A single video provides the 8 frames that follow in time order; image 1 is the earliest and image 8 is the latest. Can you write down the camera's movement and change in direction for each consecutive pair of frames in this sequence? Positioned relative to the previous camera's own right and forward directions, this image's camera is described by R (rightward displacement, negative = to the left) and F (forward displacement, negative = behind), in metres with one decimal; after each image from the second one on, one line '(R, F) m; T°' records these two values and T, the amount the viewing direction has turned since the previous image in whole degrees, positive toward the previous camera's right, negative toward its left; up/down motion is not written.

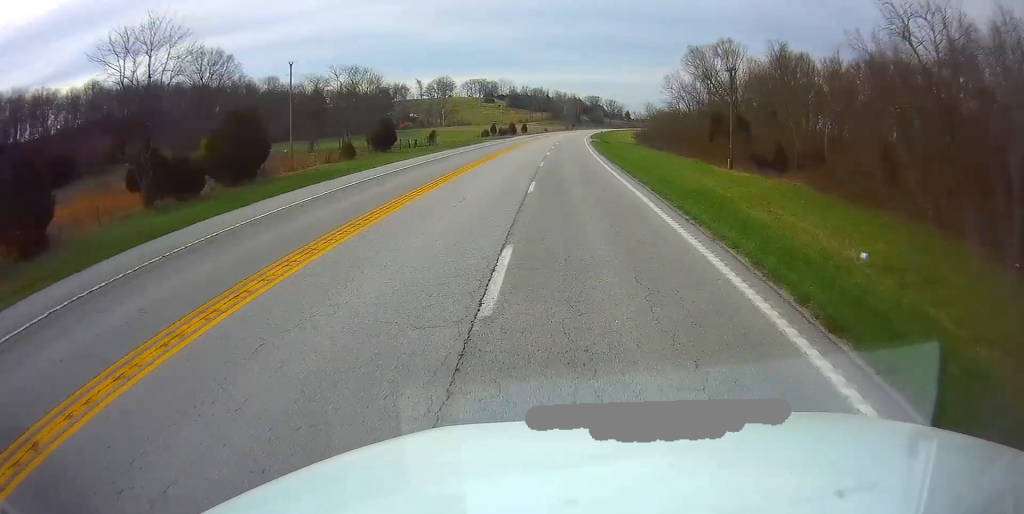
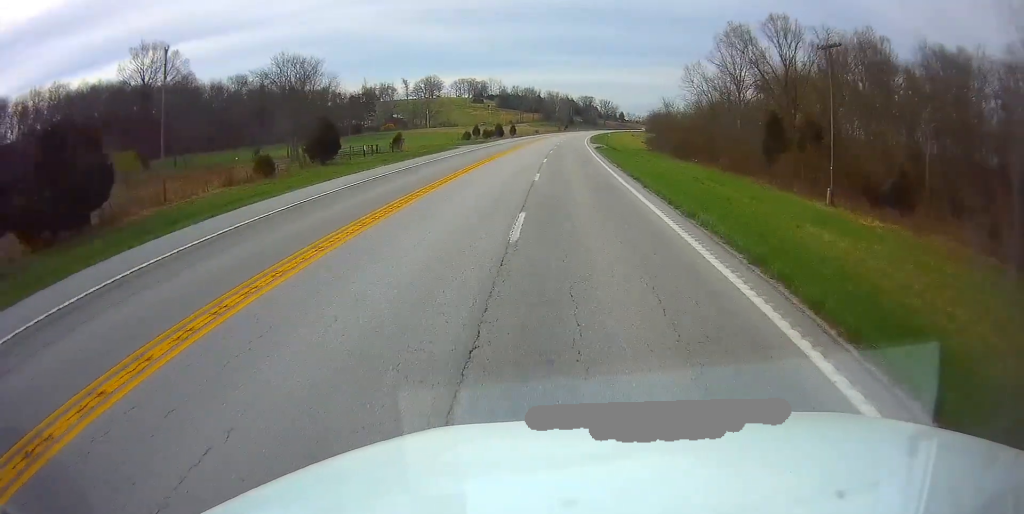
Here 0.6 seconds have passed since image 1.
(+0.1, +19.6) m; 0°
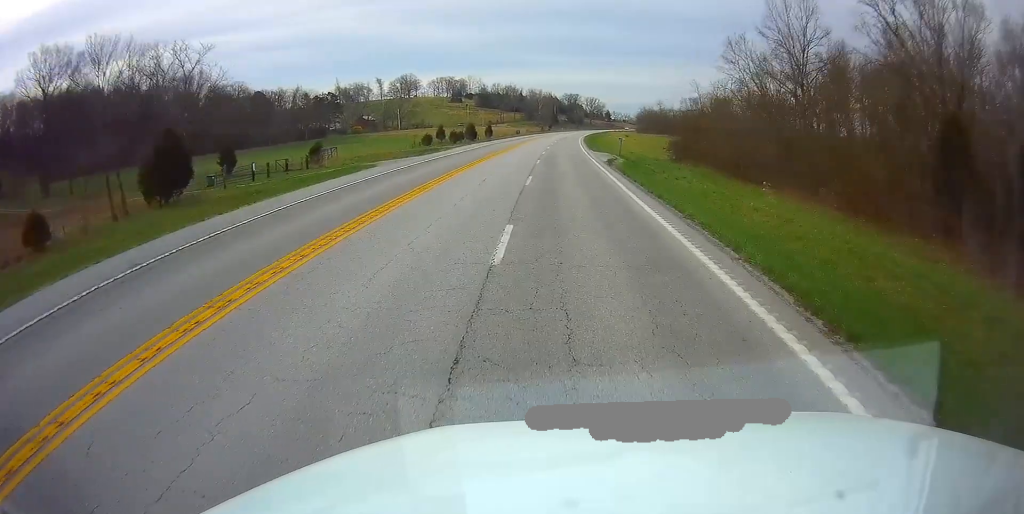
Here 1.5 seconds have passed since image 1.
(0.0, +25.9) m; +1°
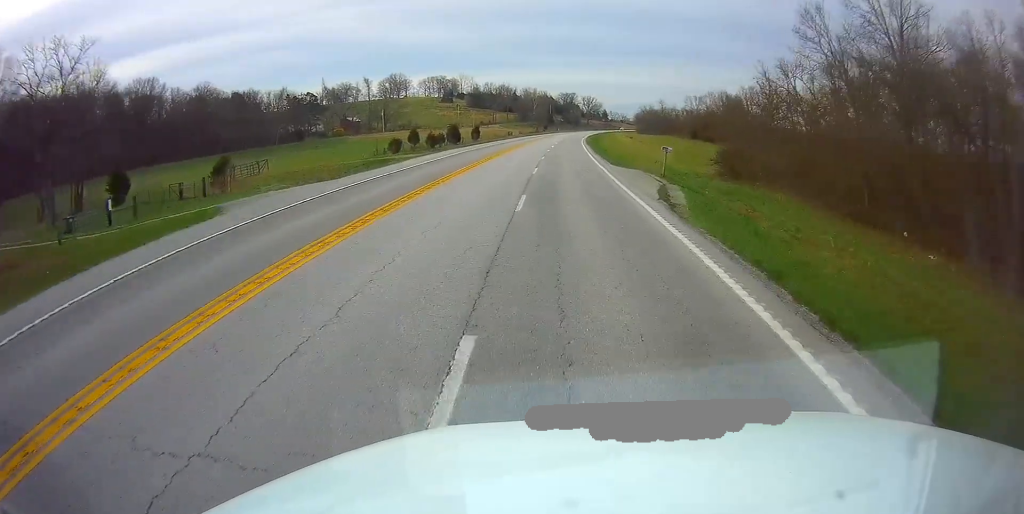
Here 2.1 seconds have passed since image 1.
(+0.2, +18.6) m; +1°
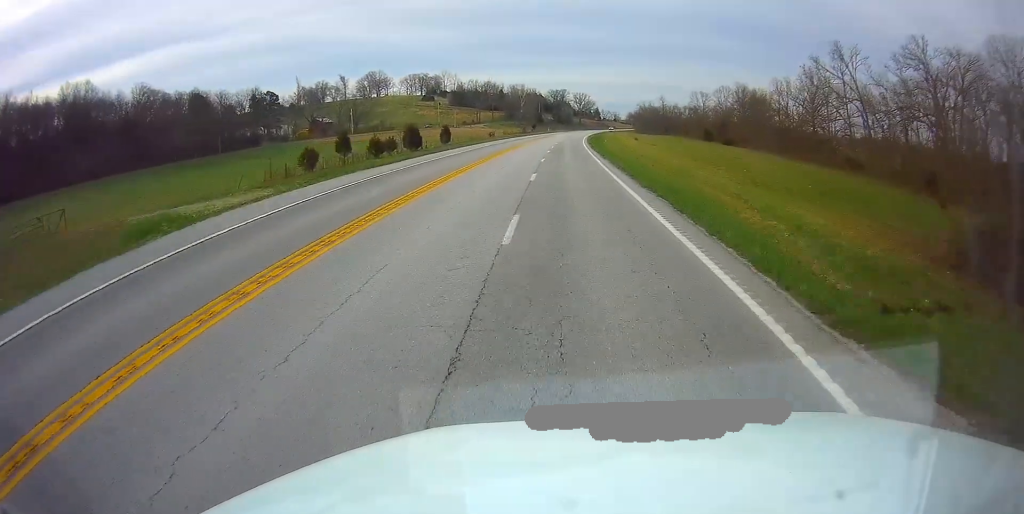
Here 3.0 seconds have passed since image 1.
(+0.5, +27.9) m; +1°
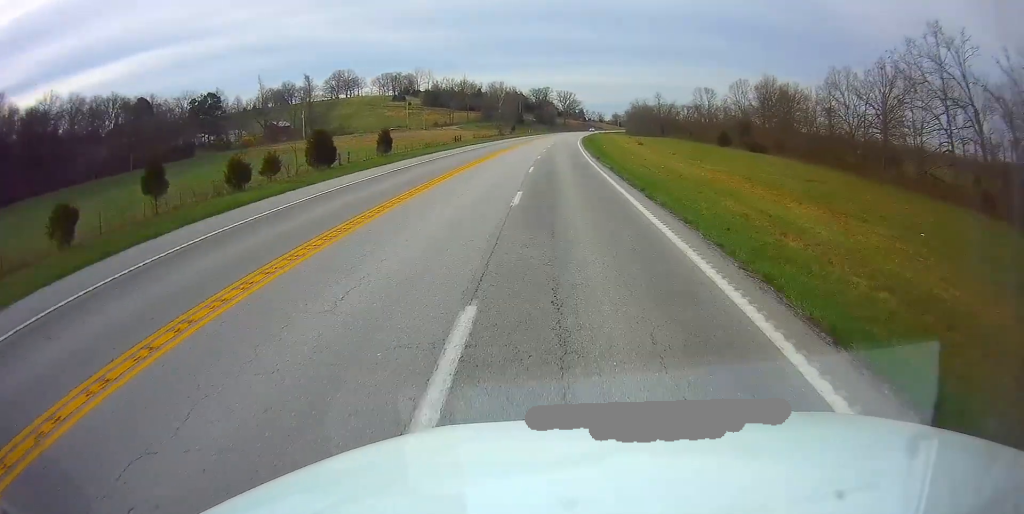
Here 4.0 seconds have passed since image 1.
(+0.3, +31.1) m; +1°
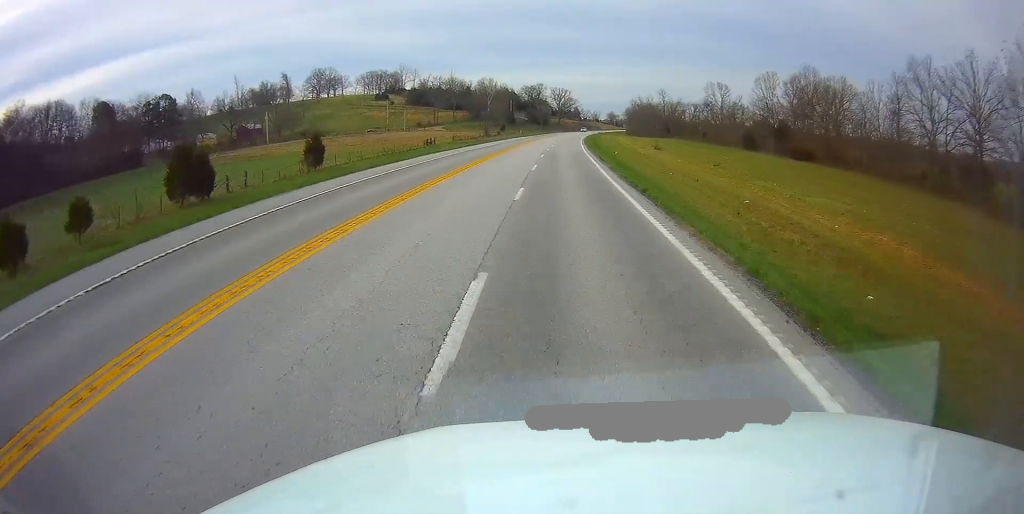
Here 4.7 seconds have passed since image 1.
(0.0, +22.8) m; +1°
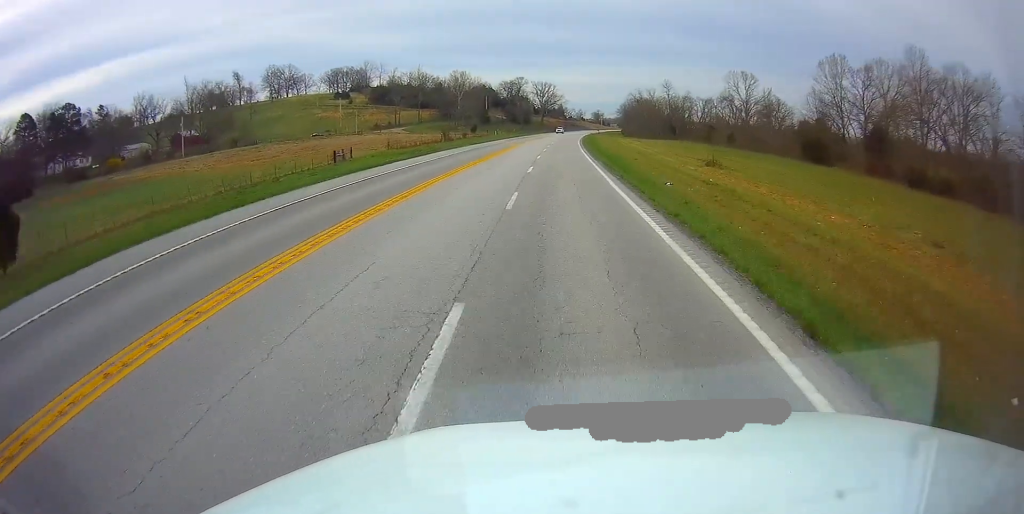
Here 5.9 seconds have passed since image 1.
(+0.9, +37.2) m; +2°
